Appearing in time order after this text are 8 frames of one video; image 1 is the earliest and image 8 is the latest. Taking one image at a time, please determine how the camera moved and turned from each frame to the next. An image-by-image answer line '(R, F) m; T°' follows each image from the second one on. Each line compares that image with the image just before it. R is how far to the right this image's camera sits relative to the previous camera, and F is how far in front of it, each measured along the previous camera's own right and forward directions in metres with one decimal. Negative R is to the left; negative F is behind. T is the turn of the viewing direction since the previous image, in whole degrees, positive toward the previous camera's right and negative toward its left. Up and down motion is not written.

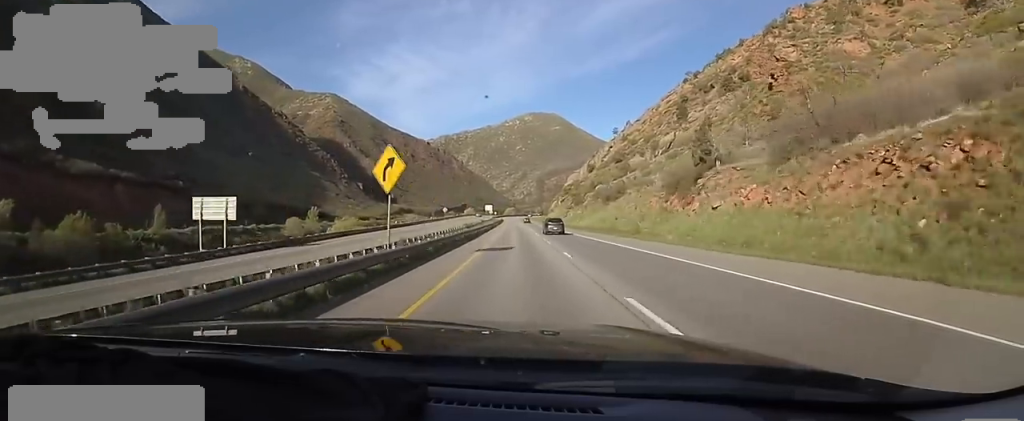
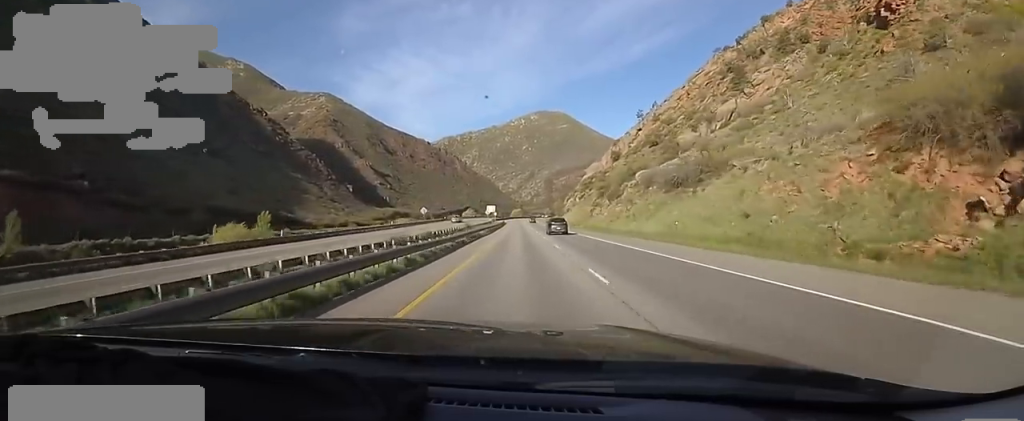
(-1.0, +43.7) m; -1°
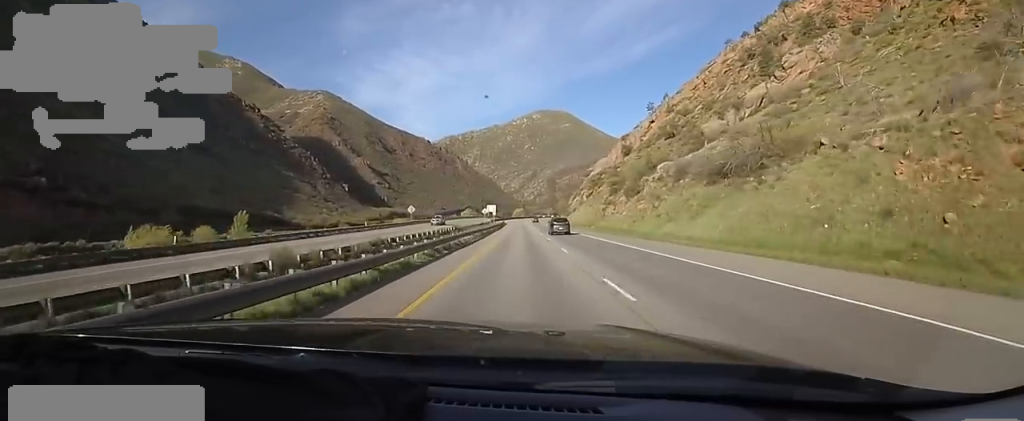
(+0.2, +14.6) m; 0°
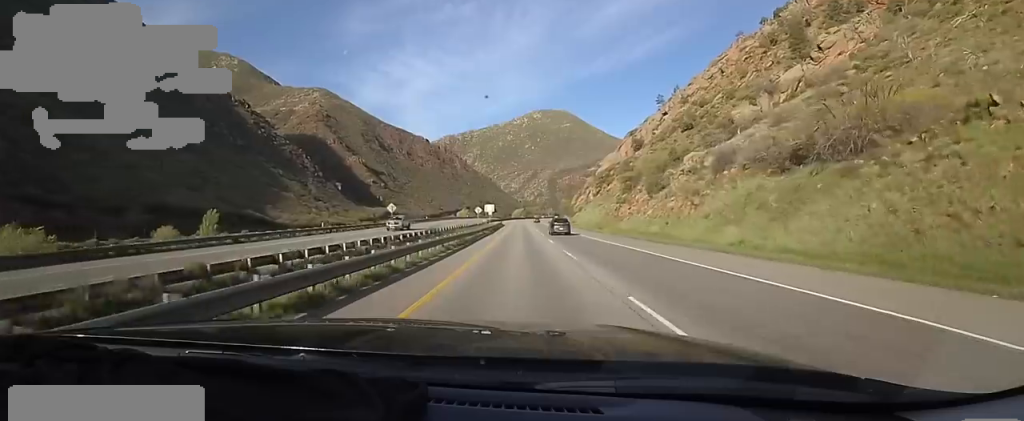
(+0.2, +14.7) m; 0°
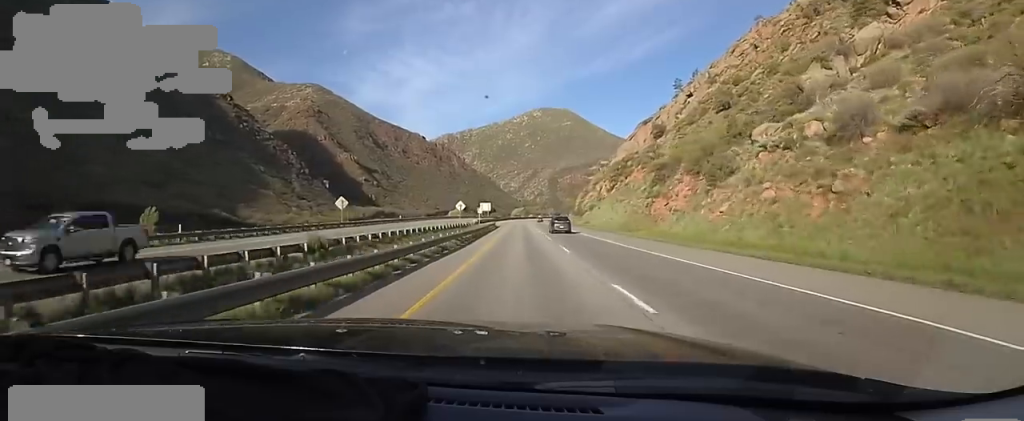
(-0.4, +23.0) m; 0°
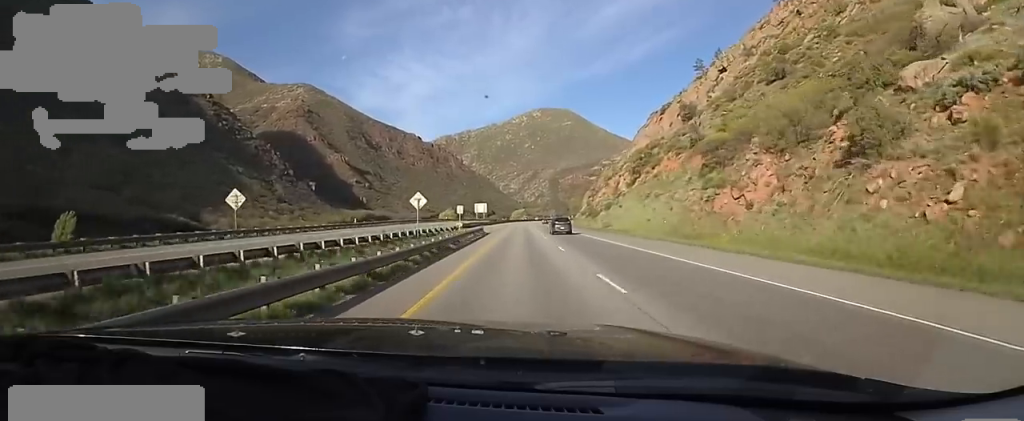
(+0.1, +23.0) m; 0°
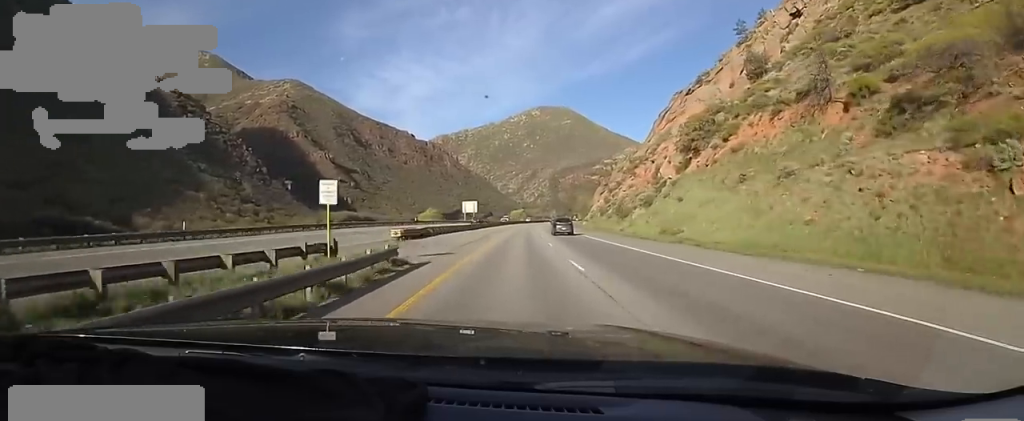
(0.0, +32.2) m; -1°
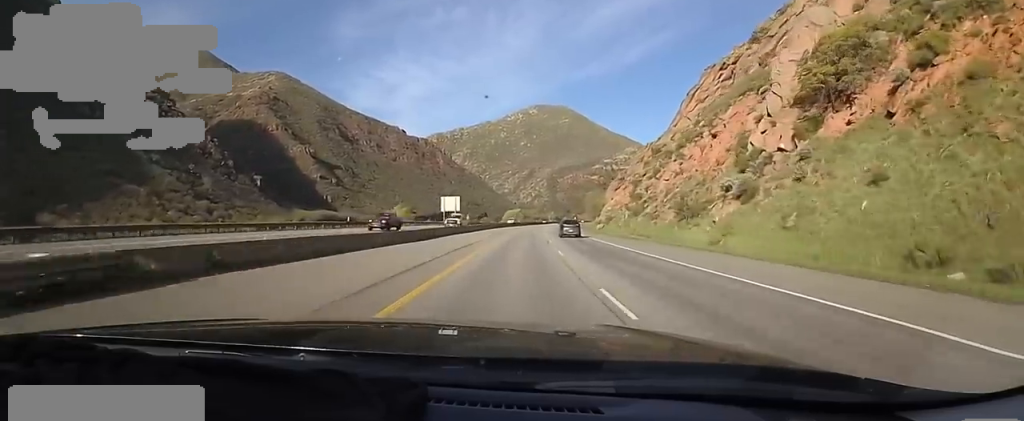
(-0.3, +31.0) m; +1°
